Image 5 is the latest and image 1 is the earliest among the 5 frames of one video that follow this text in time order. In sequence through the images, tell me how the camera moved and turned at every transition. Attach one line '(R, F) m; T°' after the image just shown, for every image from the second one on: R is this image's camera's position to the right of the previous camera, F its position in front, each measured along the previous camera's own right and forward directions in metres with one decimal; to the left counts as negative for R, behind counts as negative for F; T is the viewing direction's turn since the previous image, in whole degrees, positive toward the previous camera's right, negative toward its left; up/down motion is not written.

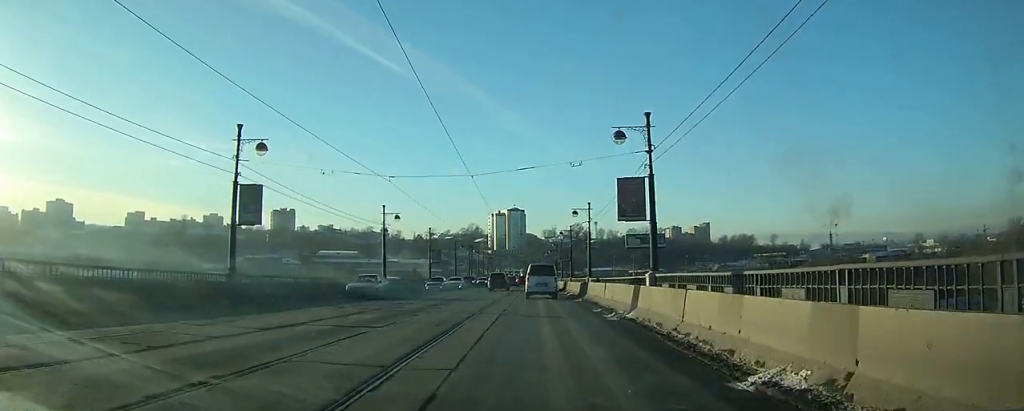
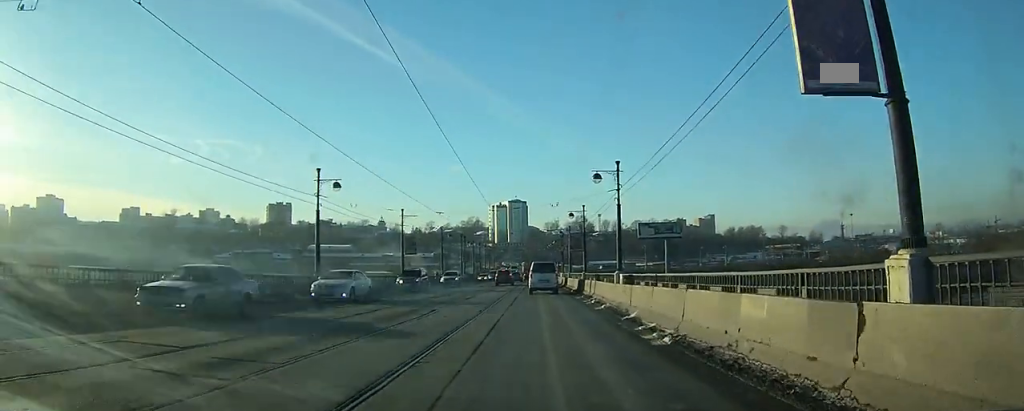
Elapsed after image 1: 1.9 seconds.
(-0.1, +17.2) m; -1°
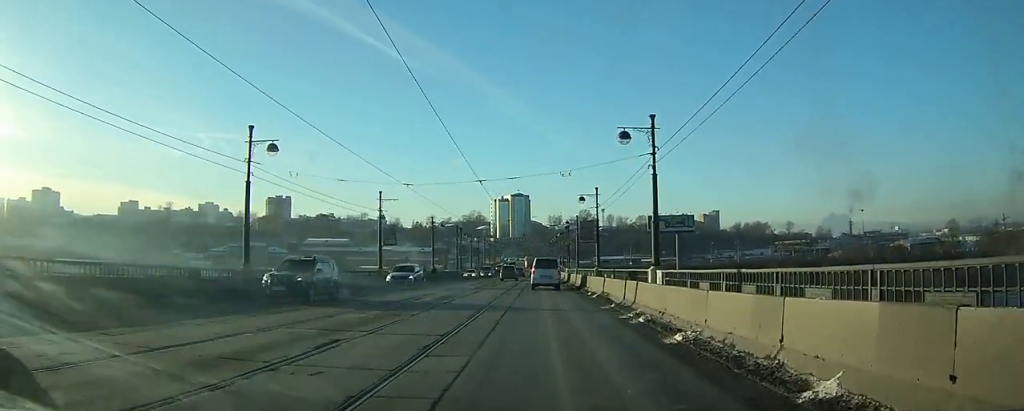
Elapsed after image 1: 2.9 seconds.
(0.0, +9.9) m; 0°
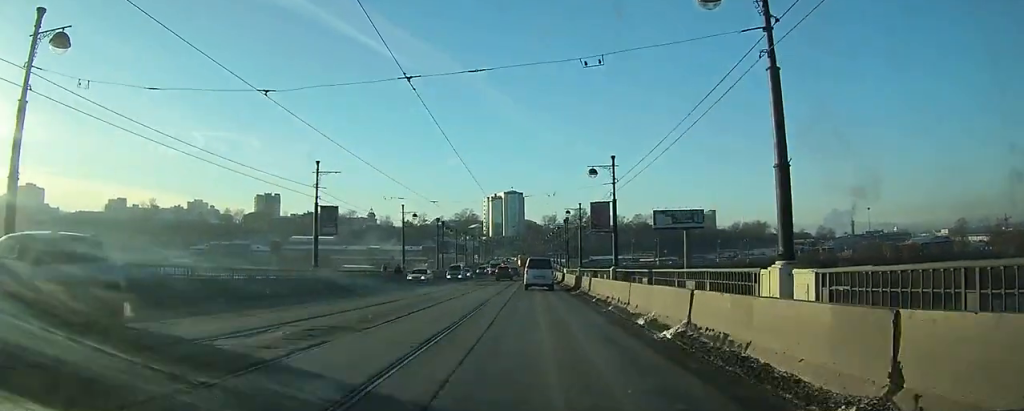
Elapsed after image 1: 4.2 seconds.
(+0.1, +14.2) m; 0°
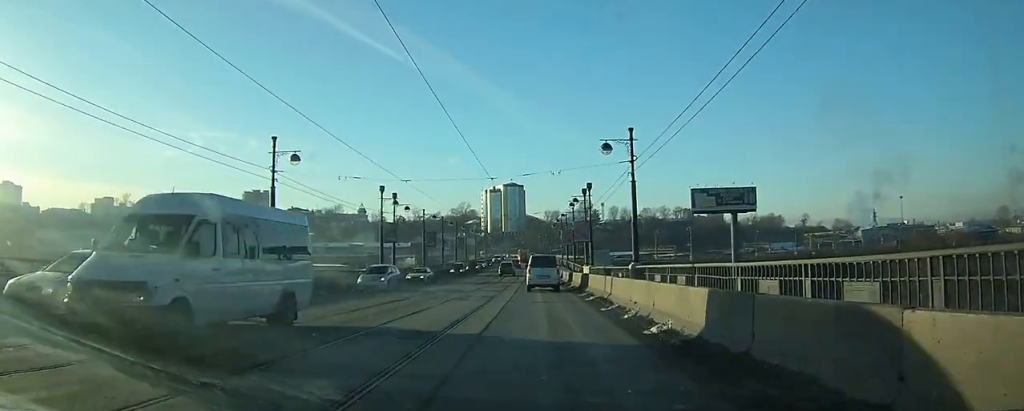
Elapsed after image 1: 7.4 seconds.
(-0.1, +33.6) m; -1°
